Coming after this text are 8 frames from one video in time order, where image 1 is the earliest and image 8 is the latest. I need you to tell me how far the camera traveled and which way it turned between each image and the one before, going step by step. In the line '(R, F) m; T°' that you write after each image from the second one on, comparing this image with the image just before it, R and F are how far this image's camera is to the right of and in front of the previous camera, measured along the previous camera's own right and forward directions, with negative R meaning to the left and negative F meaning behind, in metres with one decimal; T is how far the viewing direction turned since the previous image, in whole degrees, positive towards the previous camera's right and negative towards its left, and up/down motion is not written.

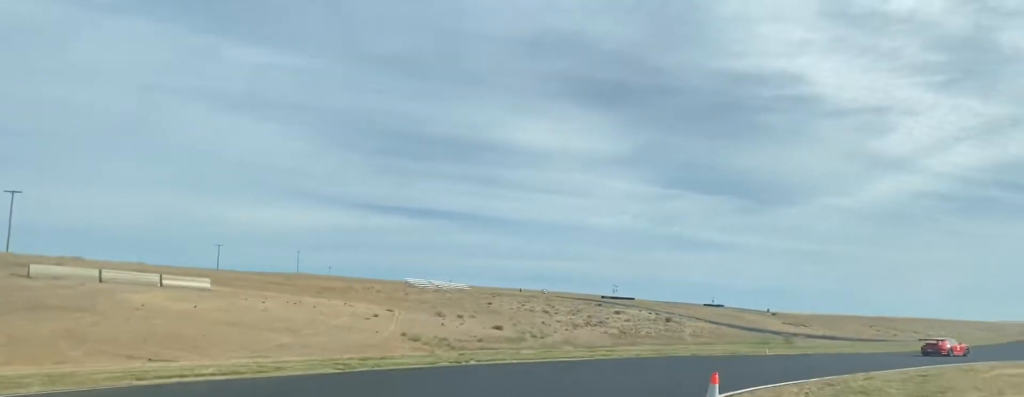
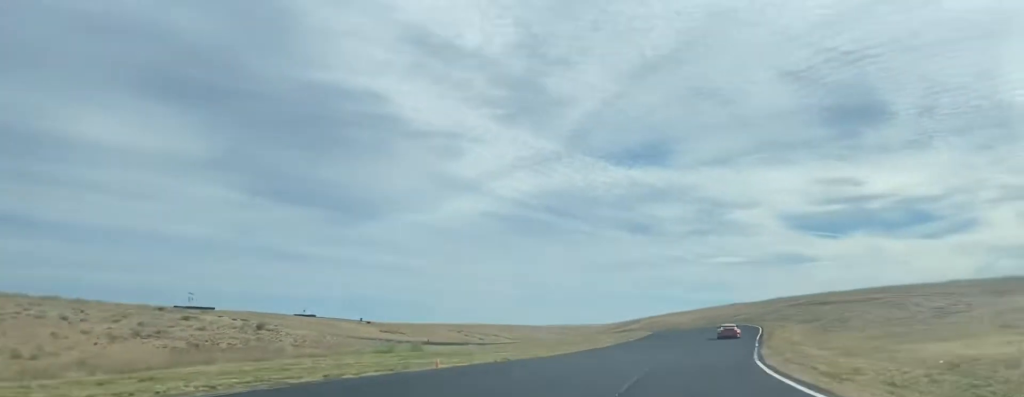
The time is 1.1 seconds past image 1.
(+7.4, +26.2) m; +26°
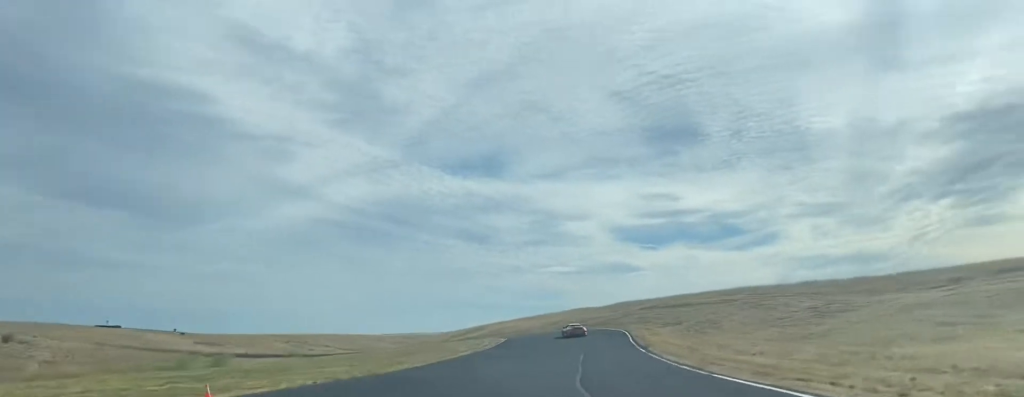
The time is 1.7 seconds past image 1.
(+1.4, +14.1) m; +8°
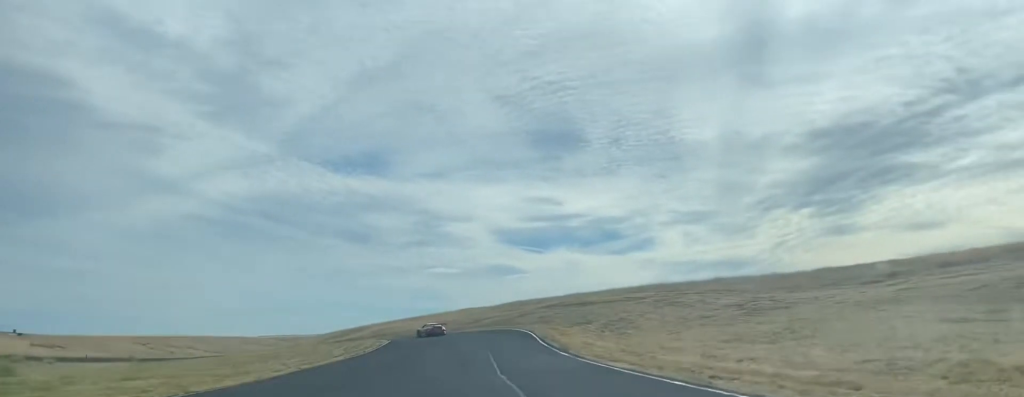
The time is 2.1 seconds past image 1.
(+0.6, +12.2) m; +6°
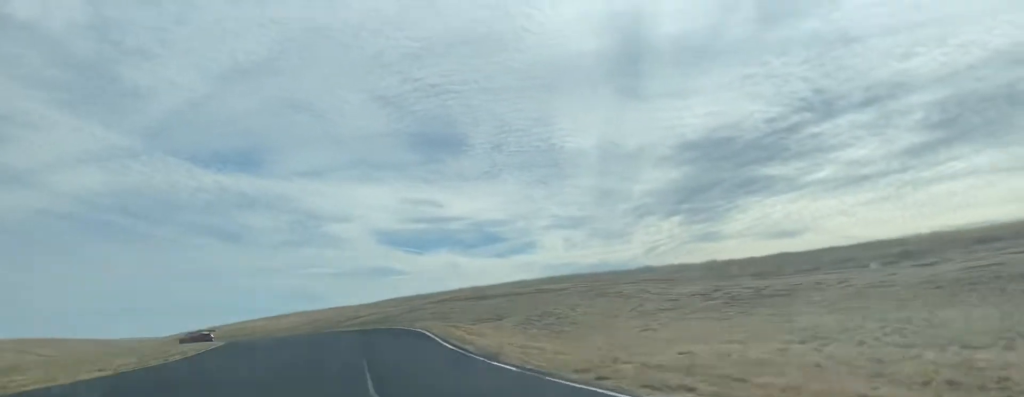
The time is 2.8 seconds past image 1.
(+1.5, +18.7) m; +5°
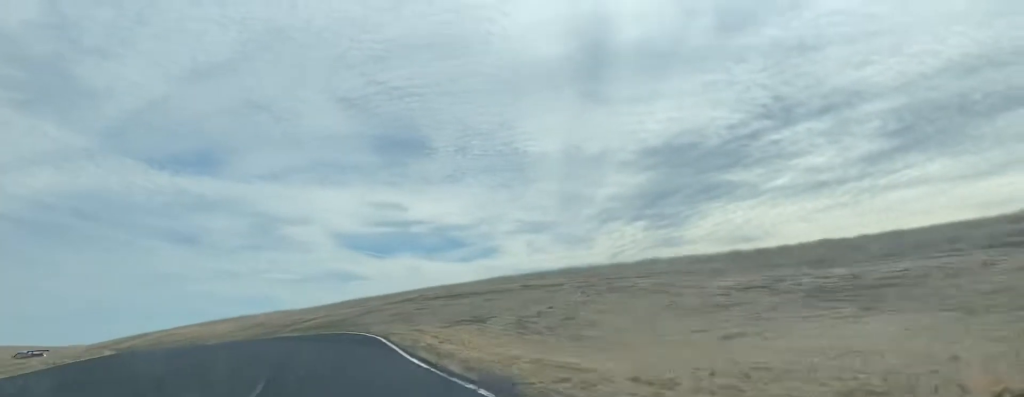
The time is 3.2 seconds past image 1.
(+0.6, +12.4) m; +2°
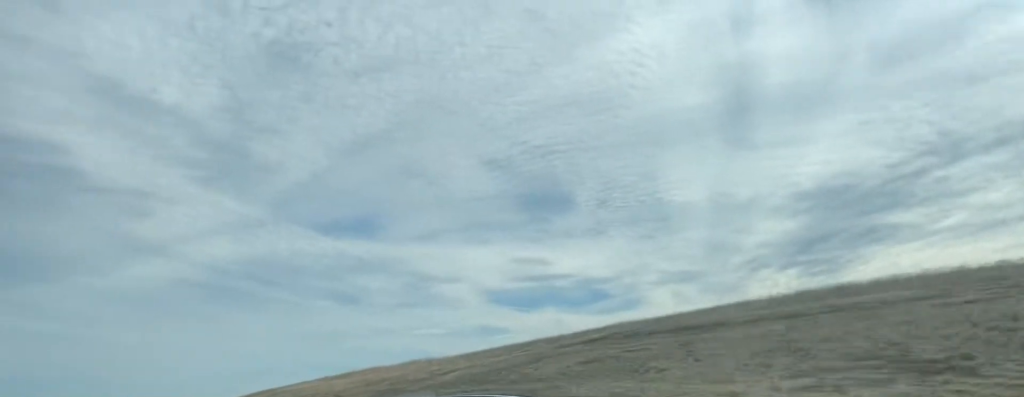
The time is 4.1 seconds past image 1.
(+0.5, +28.2) m; -7°
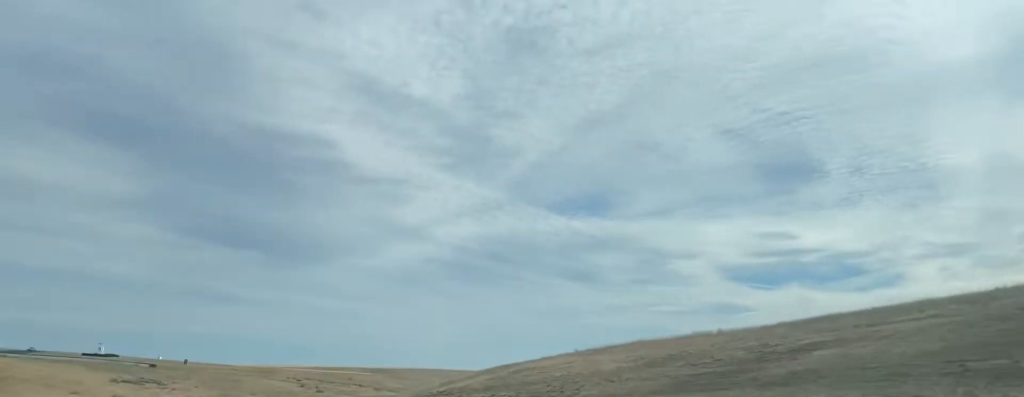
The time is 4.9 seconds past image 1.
(-2.8, +22.8) m; -16°
